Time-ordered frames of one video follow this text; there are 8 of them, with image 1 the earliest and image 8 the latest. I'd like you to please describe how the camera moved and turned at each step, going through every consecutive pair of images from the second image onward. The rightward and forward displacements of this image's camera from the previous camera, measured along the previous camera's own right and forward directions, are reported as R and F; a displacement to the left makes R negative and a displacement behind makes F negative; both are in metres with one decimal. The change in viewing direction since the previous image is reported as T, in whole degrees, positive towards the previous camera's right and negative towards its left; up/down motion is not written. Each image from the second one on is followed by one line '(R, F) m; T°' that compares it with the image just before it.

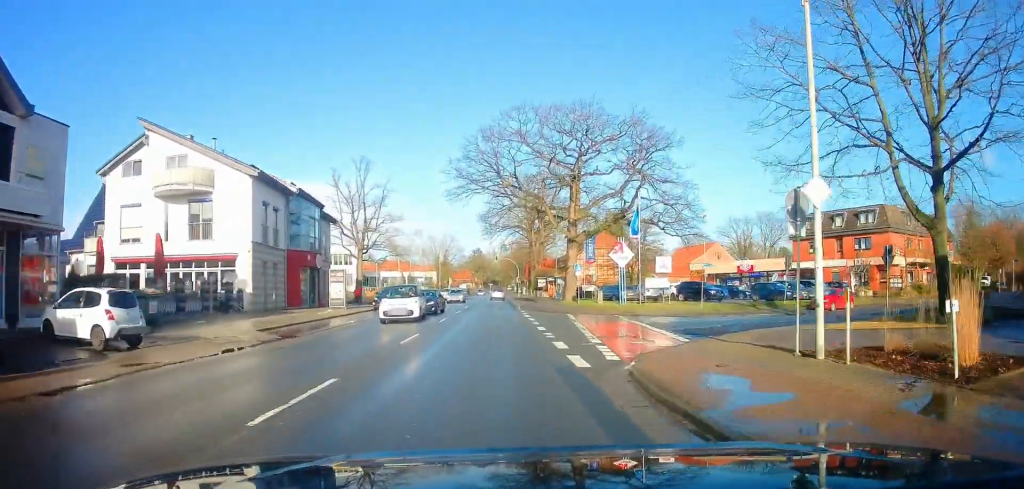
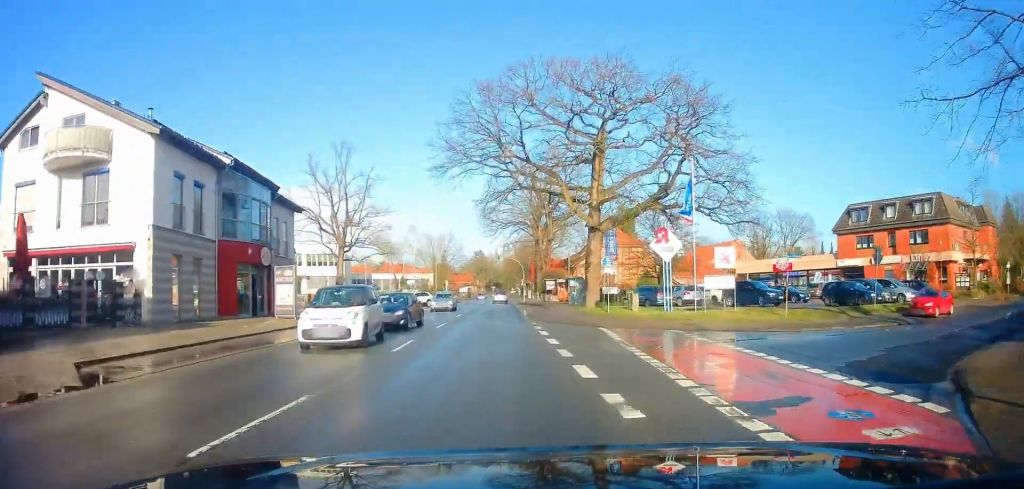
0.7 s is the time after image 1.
(-0.1, +10.0) m; 0°
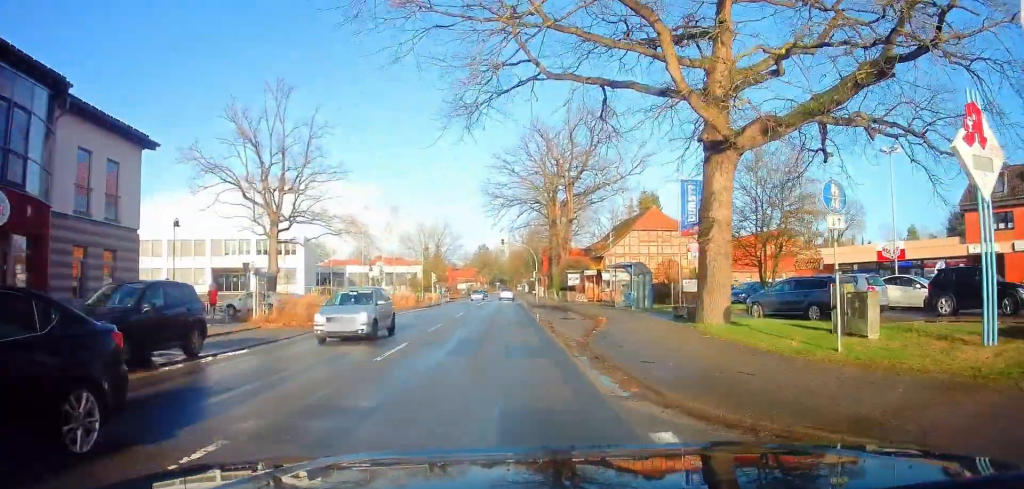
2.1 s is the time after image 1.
(0.0, +20.0) m; -1°
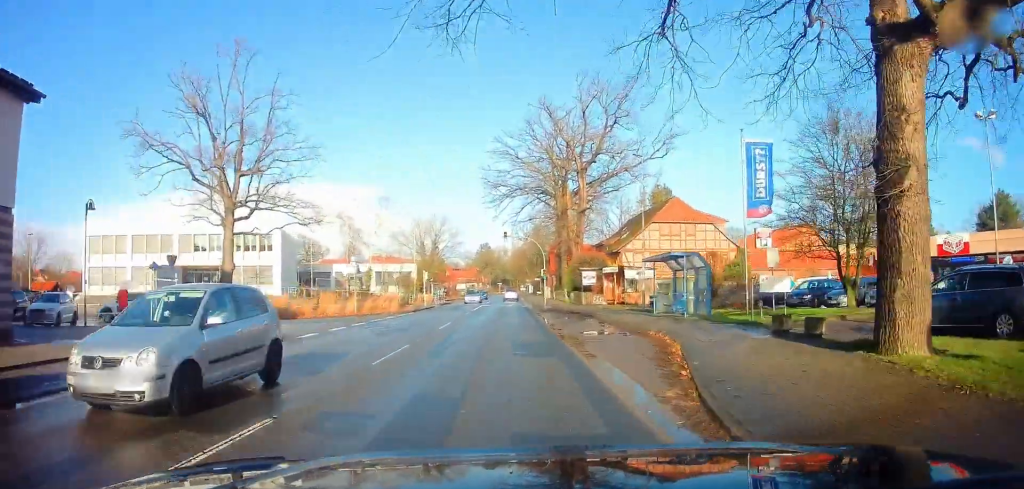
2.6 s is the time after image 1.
(-0.2, +7.9) m; 0°
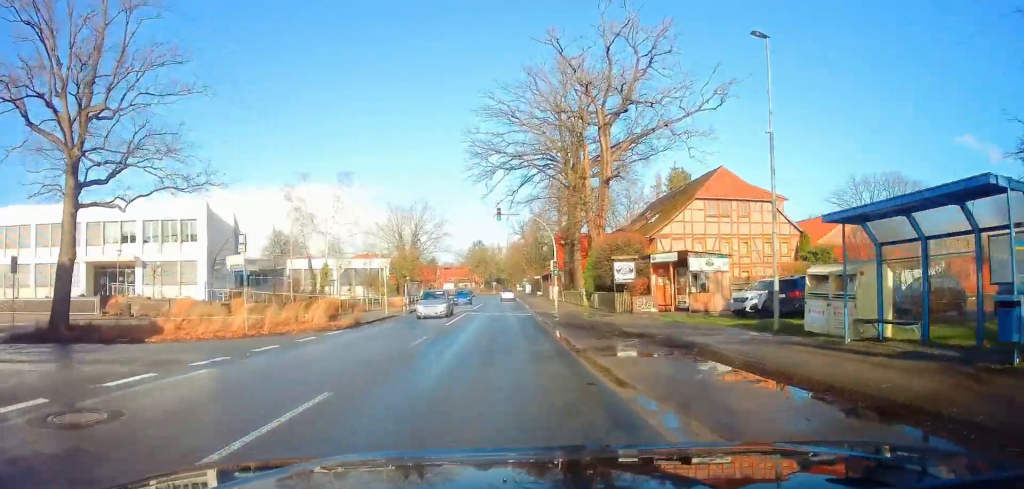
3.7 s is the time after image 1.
(0.0, +14.9) m; +1°
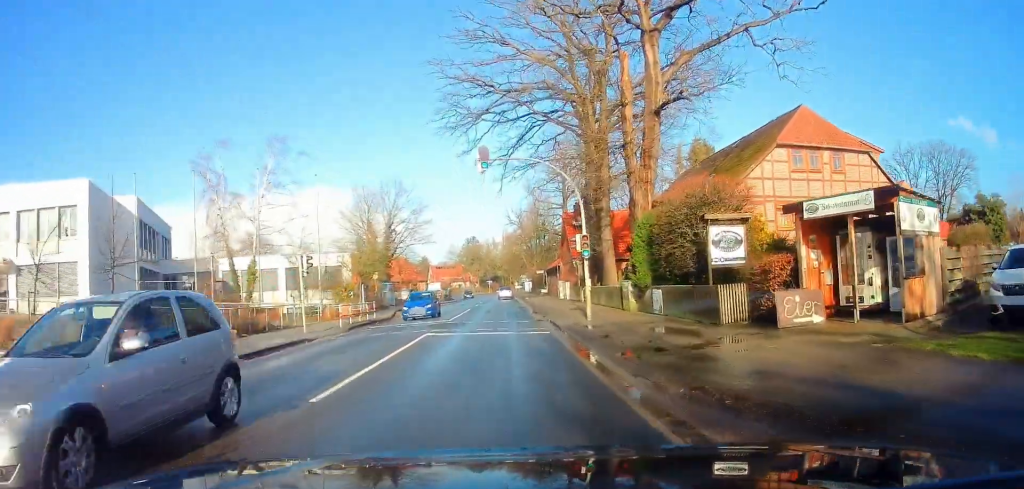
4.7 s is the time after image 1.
(+0.2, +14.6) m; 0°
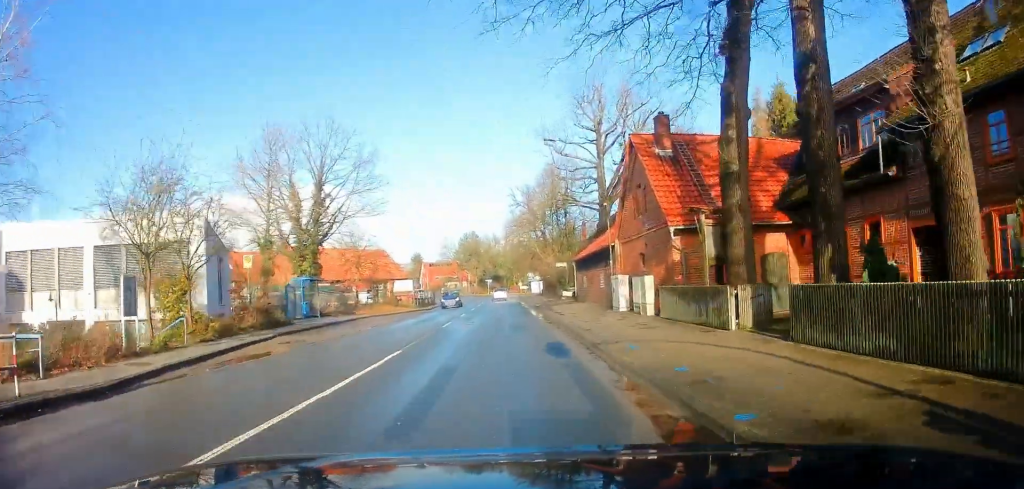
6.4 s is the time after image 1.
(-0.2, +24.9) m; -1°
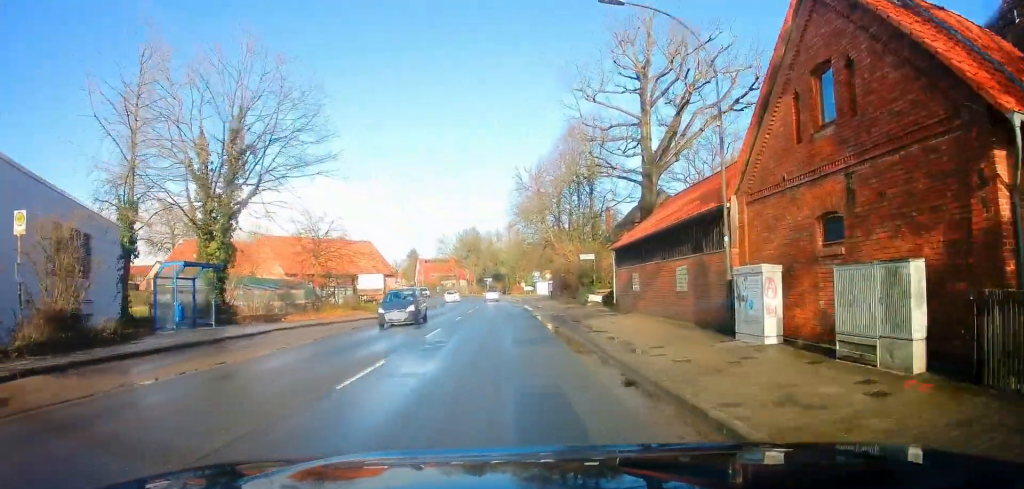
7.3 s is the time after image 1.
(-0.1, +13.9) m; -1°
